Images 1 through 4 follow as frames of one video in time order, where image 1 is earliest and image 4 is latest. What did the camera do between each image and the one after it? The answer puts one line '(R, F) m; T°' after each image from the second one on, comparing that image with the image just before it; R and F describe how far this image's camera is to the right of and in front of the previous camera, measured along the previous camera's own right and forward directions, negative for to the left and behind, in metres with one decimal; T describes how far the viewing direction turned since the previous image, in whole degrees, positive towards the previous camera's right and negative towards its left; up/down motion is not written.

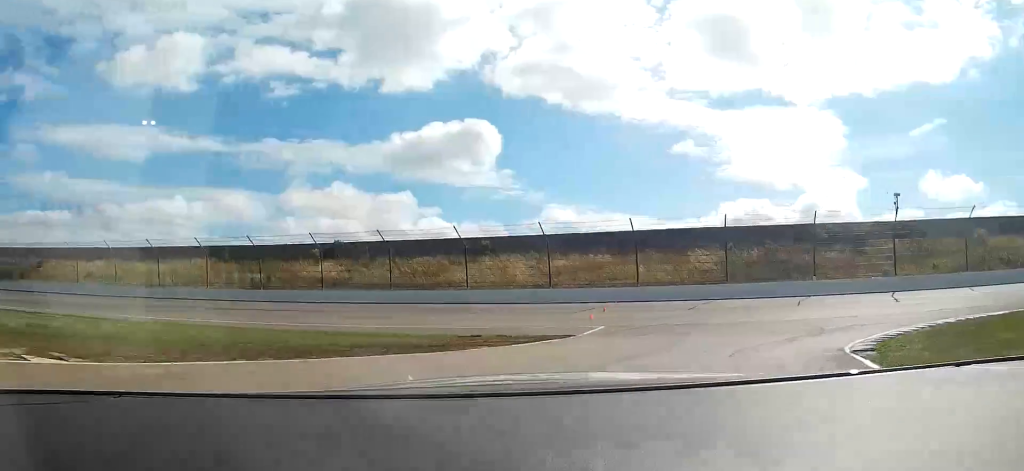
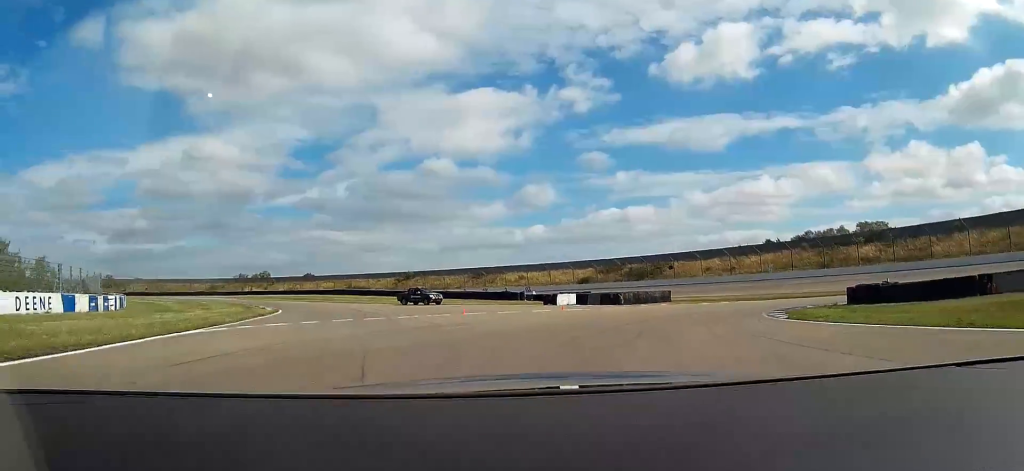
(-23.2, +36.5) m; -53°
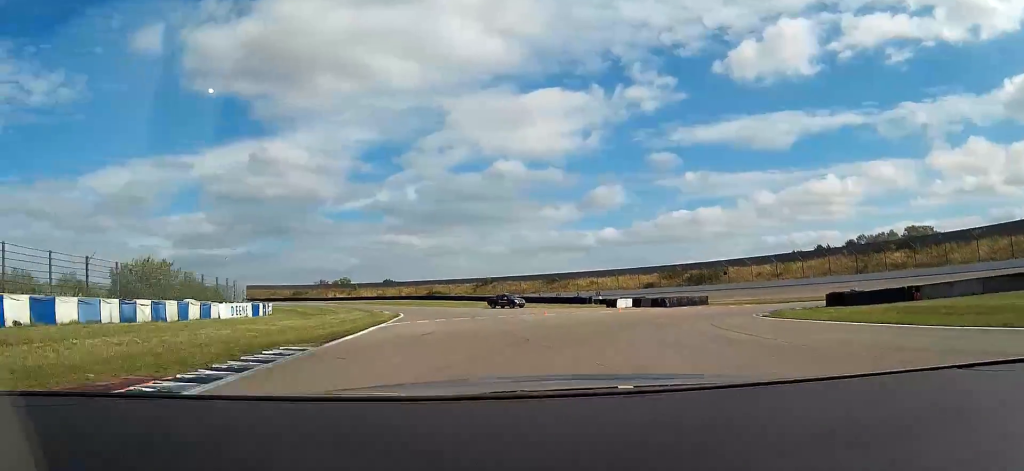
(-0.9, +14.4) m; -7°
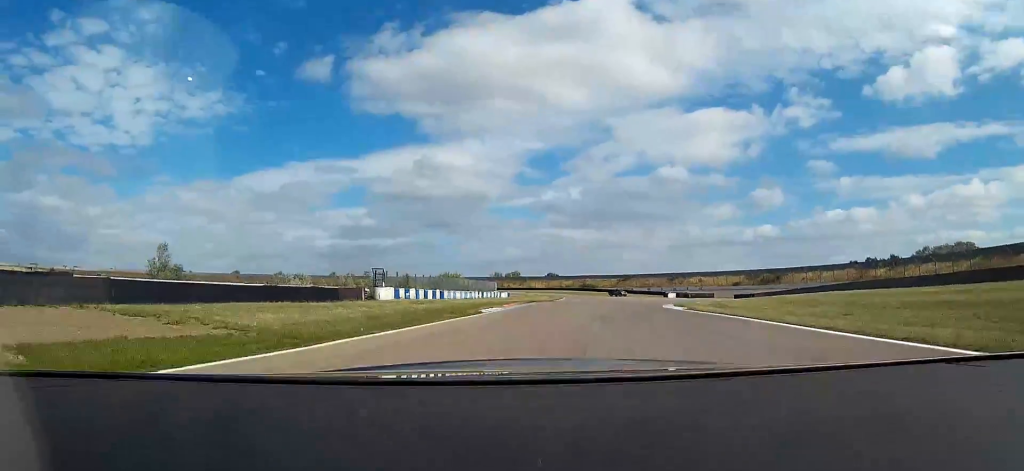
(-11.8, +71.7) m; -13°
